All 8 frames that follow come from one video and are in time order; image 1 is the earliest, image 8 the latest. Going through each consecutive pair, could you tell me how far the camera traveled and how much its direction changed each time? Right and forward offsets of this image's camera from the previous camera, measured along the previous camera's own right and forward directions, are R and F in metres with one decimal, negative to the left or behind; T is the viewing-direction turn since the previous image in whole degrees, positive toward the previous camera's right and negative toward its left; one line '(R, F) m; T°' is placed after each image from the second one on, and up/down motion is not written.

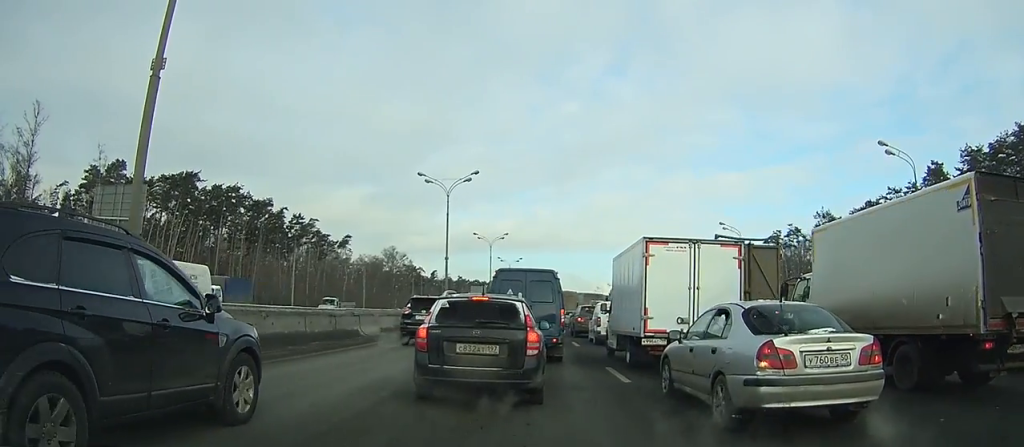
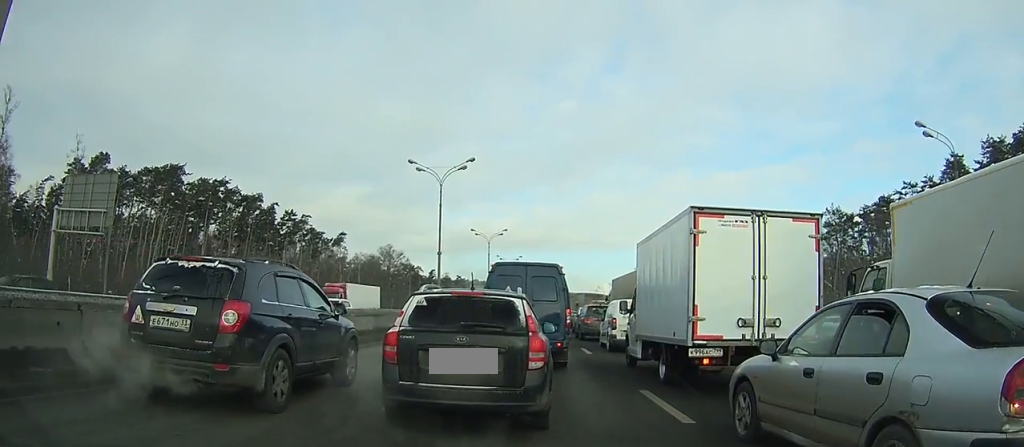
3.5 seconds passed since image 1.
(0.0, +4.5) m; -3°
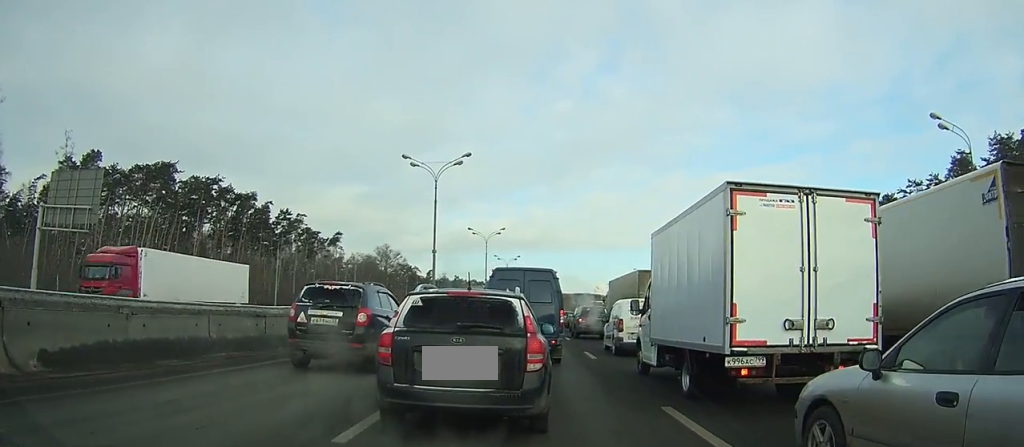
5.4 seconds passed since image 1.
(-0.1, +2.3) m; 0°
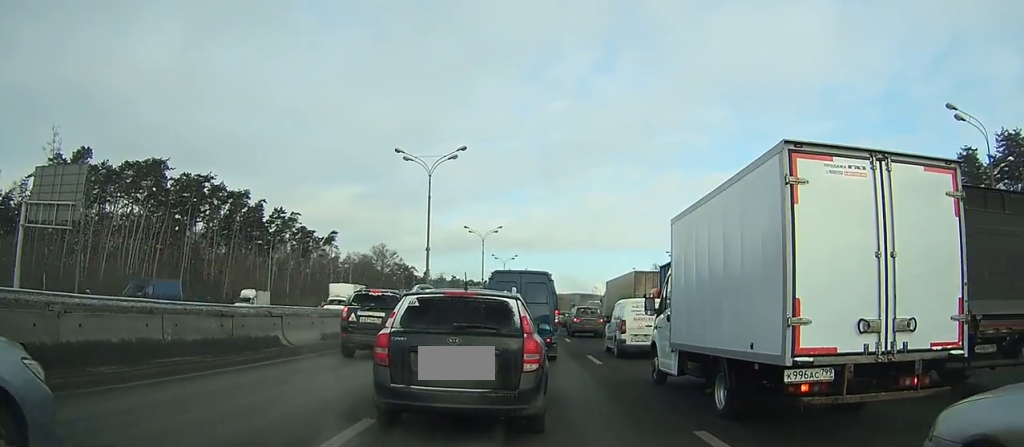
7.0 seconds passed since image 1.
(0.0, +2.0) m; +1°
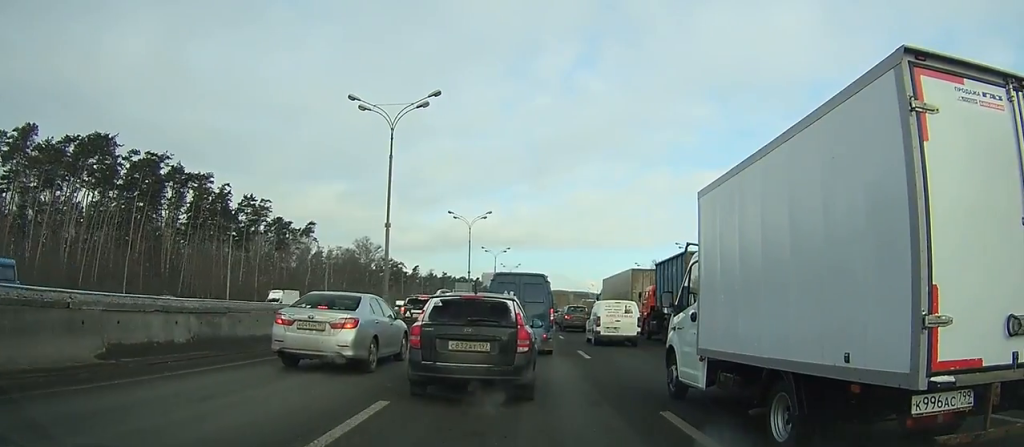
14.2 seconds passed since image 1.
(+0.7, +10.9) m; +4°
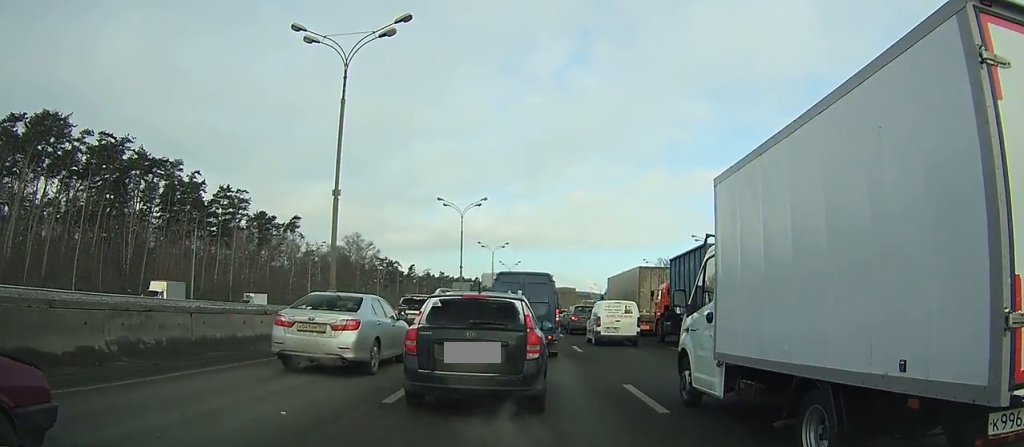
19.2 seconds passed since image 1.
(+0.2, +8.6) m; +1°
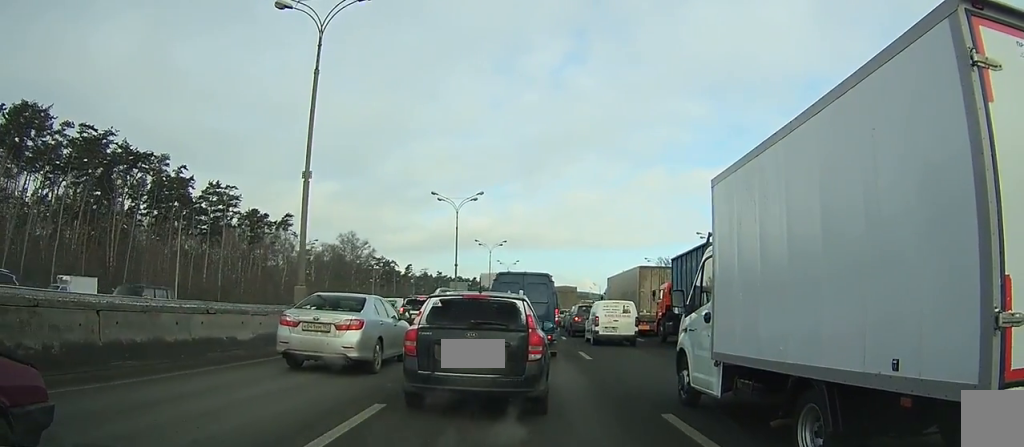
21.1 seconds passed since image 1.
(-0.1, +3.2) m; -2°
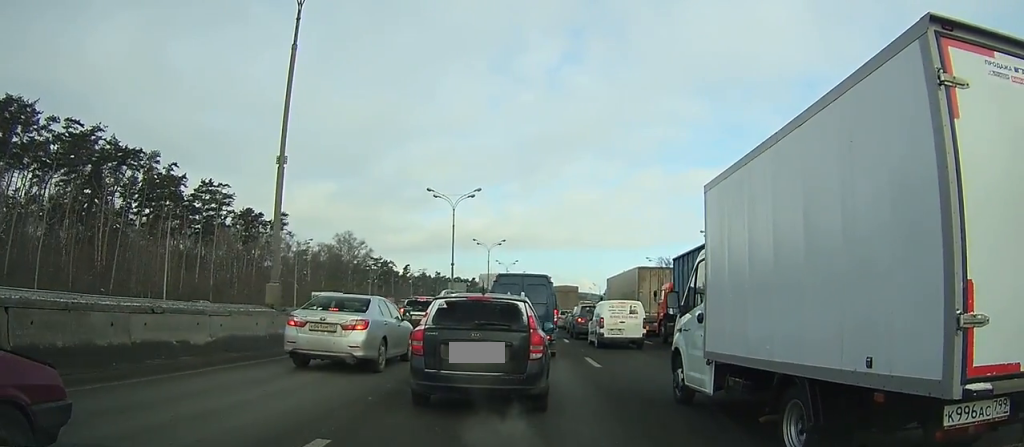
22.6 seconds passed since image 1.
(0.0, +2.4) m; 0°
